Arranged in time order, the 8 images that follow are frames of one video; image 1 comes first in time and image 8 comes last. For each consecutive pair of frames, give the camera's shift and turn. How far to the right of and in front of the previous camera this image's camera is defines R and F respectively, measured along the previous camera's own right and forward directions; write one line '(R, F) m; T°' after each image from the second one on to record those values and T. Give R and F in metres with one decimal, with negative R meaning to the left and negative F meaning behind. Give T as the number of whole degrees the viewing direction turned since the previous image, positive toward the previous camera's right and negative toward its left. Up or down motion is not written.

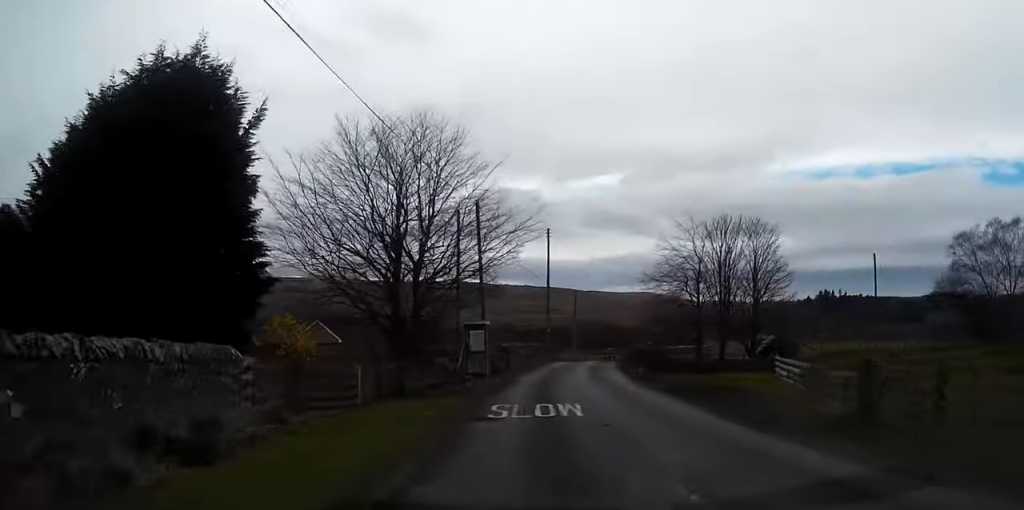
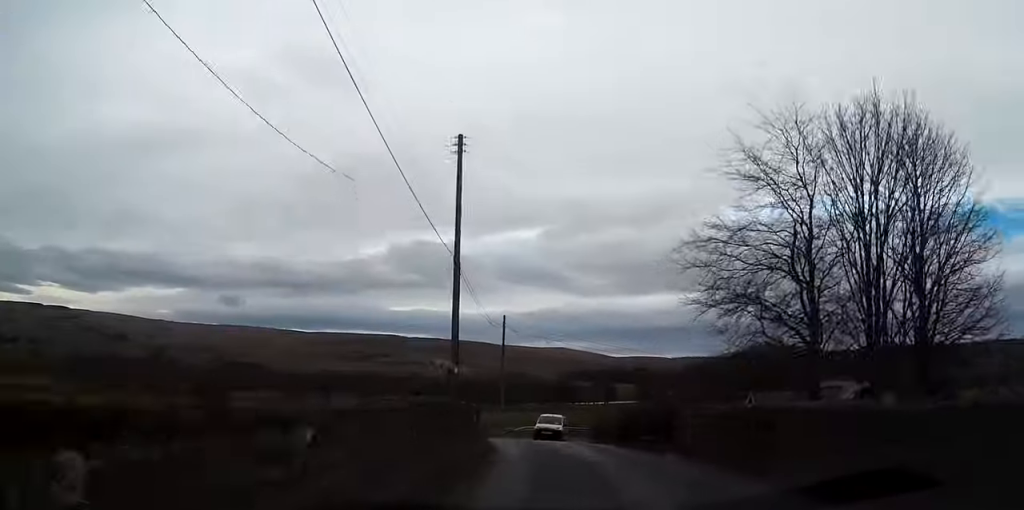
(+0.1, +37.4) m; +3°
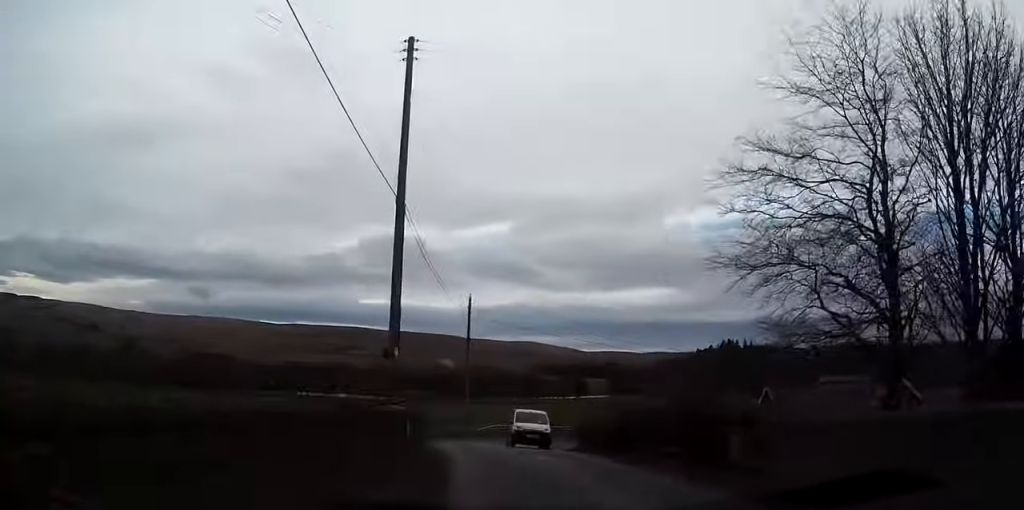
(+0.1, +8.4) m; +1°
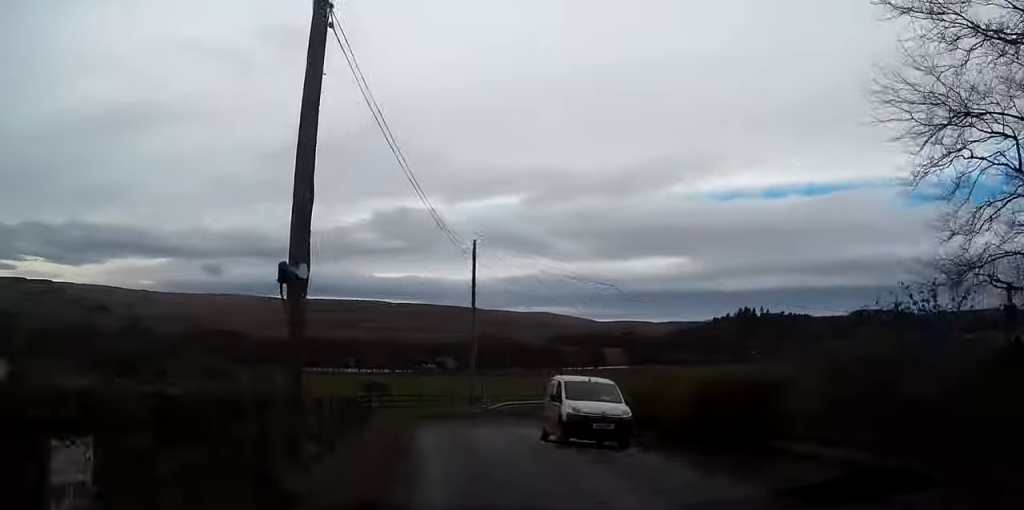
(+0.1, +10.0) m; -1°
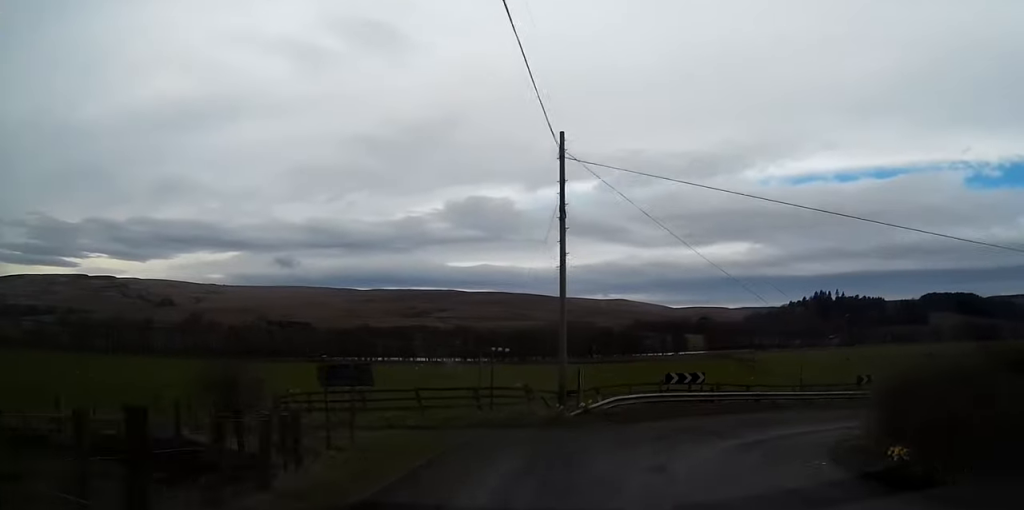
(-0.4, +16.0) m; 0°
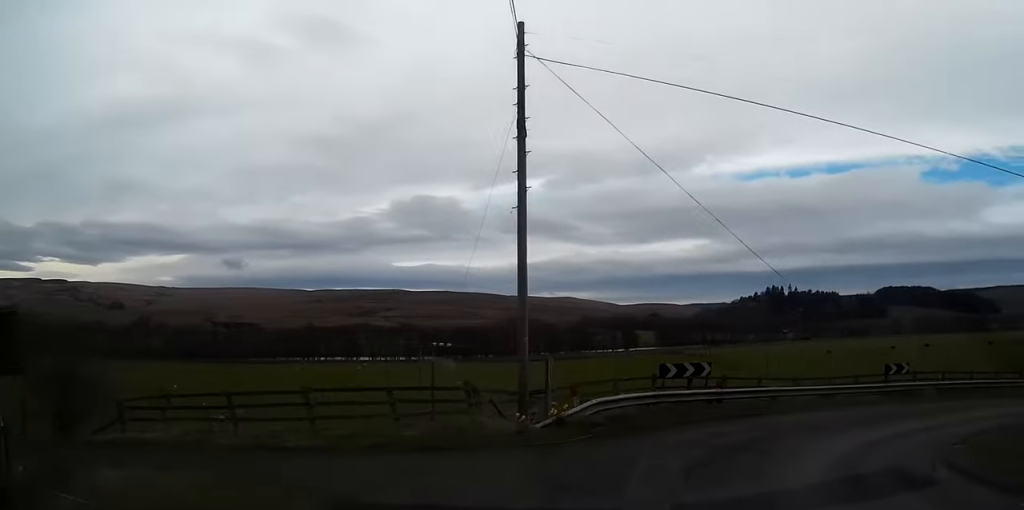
(+0.1, +8.1) m; +6°
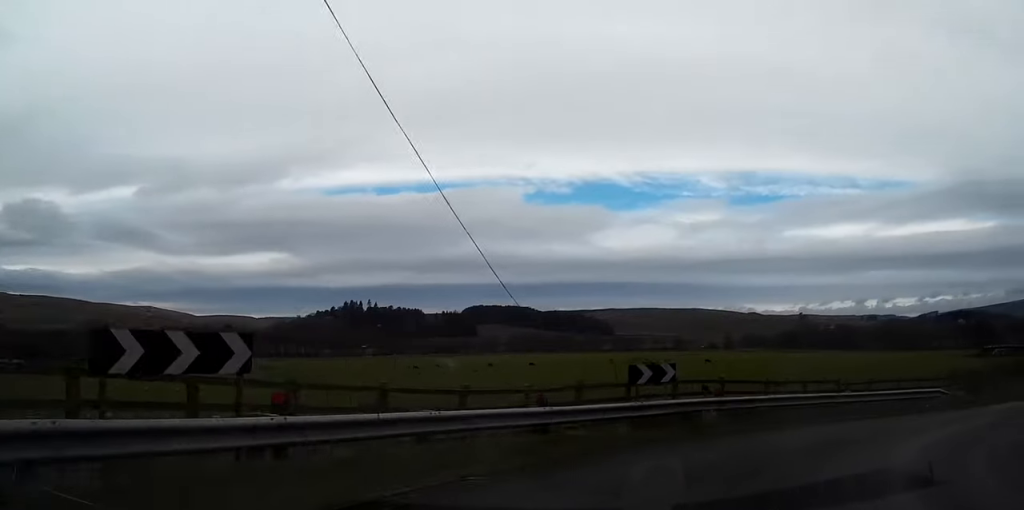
(+2.5, +15.3) m; +29°
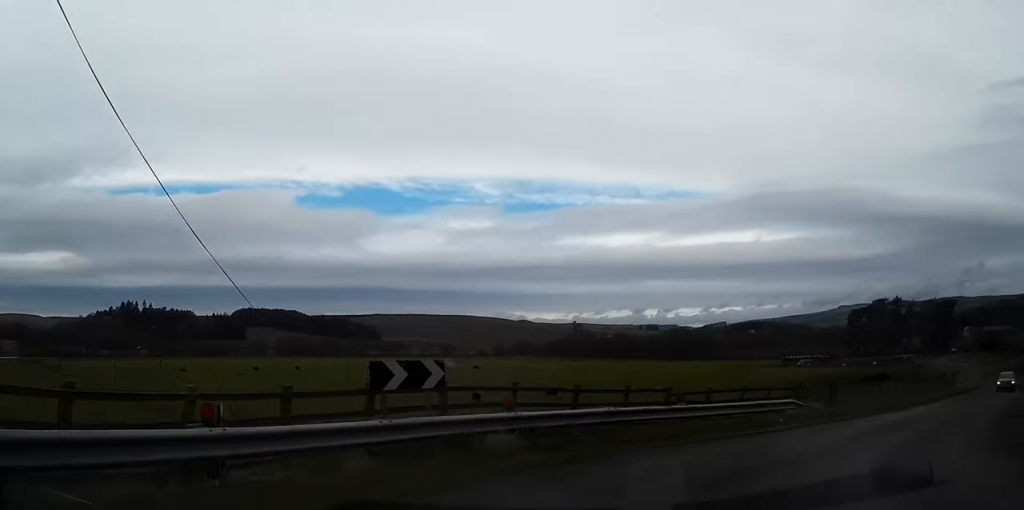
(+1.0, +5.7) m; +17°
